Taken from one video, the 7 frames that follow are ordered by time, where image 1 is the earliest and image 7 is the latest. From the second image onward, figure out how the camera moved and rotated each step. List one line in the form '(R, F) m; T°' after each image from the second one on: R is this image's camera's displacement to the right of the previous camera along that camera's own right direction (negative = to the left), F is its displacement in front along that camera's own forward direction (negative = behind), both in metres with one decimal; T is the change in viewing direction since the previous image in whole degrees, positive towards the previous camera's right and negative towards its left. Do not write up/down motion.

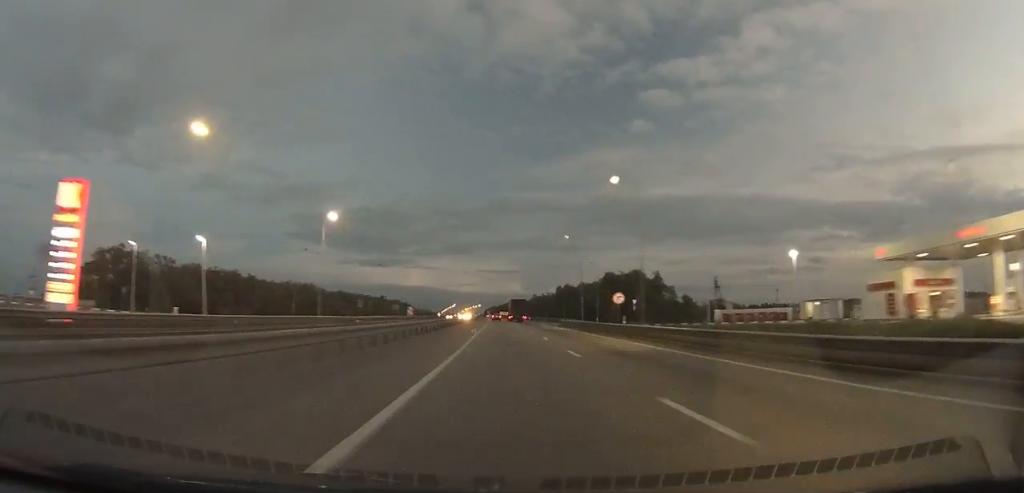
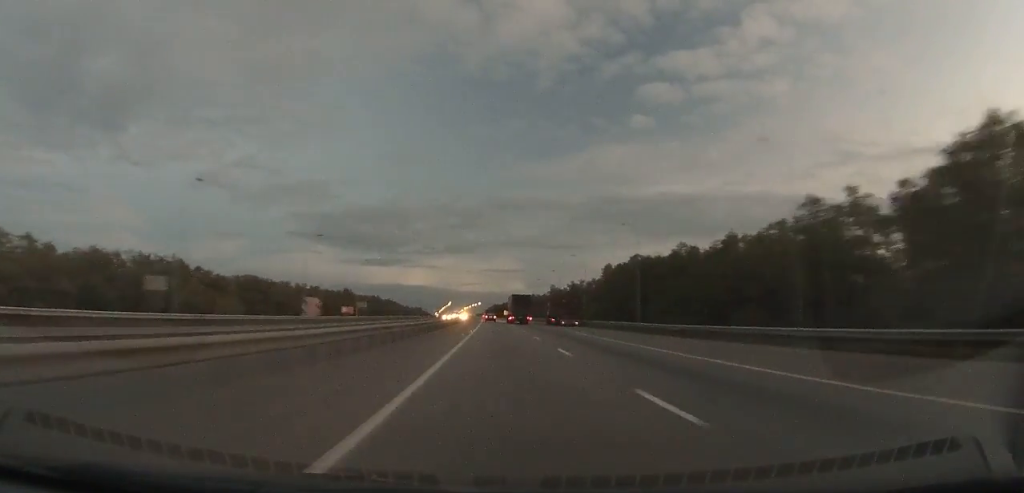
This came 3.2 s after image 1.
(-0.7, +94.5) m; -1°
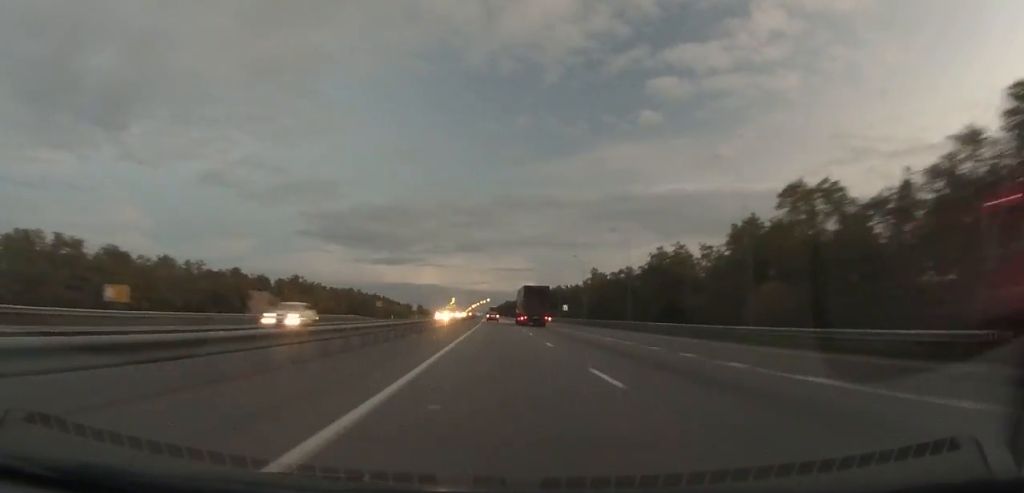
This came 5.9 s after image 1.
(-0.3, +81.1) m; -1°
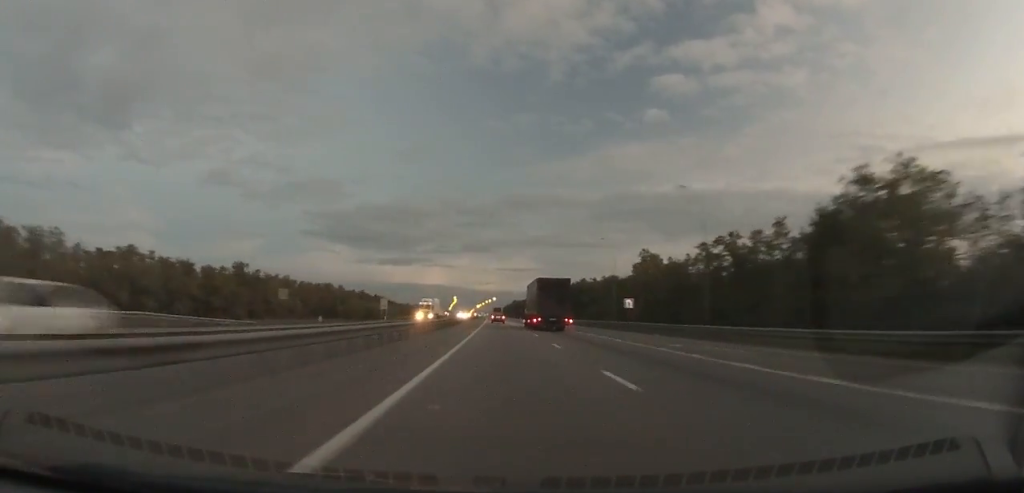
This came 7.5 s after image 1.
(-0.2, +48.4) m; -1°
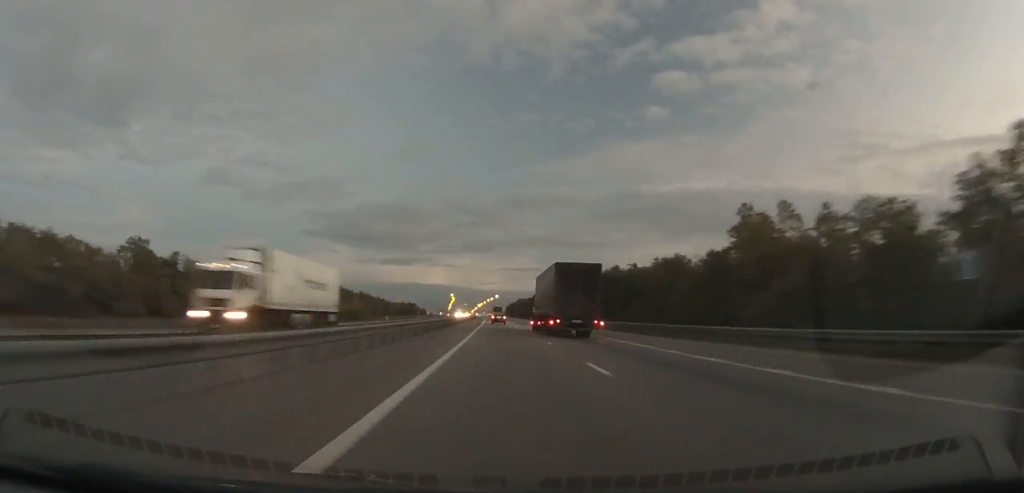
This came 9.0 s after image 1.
(-0.2, +45.5) m; 0°
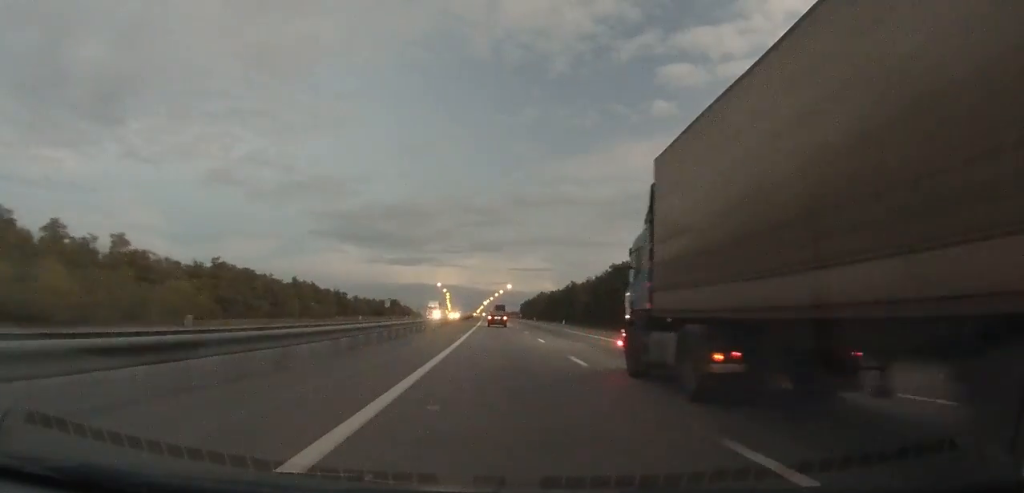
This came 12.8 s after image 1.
(-1.2, +115.3) m; -1°
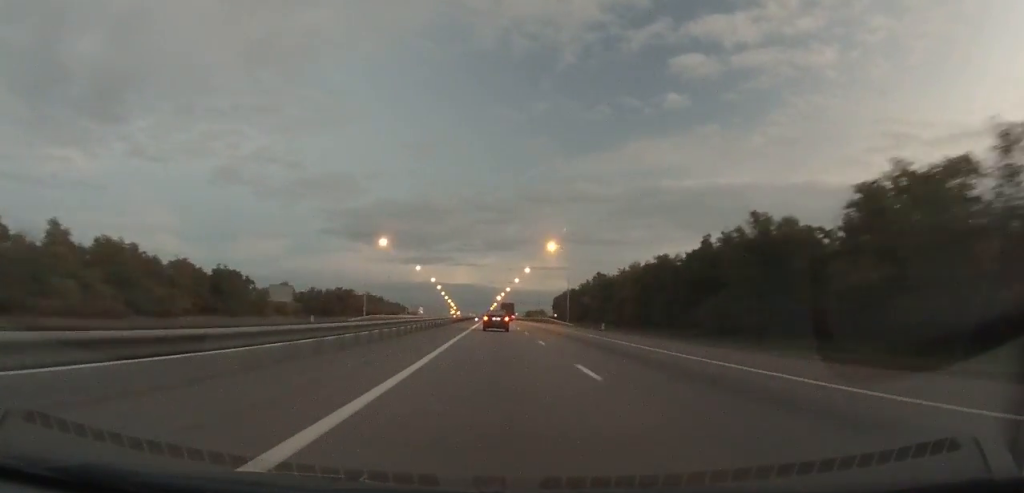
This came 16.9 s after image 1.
(-1.2, +123.3) m; -1°
